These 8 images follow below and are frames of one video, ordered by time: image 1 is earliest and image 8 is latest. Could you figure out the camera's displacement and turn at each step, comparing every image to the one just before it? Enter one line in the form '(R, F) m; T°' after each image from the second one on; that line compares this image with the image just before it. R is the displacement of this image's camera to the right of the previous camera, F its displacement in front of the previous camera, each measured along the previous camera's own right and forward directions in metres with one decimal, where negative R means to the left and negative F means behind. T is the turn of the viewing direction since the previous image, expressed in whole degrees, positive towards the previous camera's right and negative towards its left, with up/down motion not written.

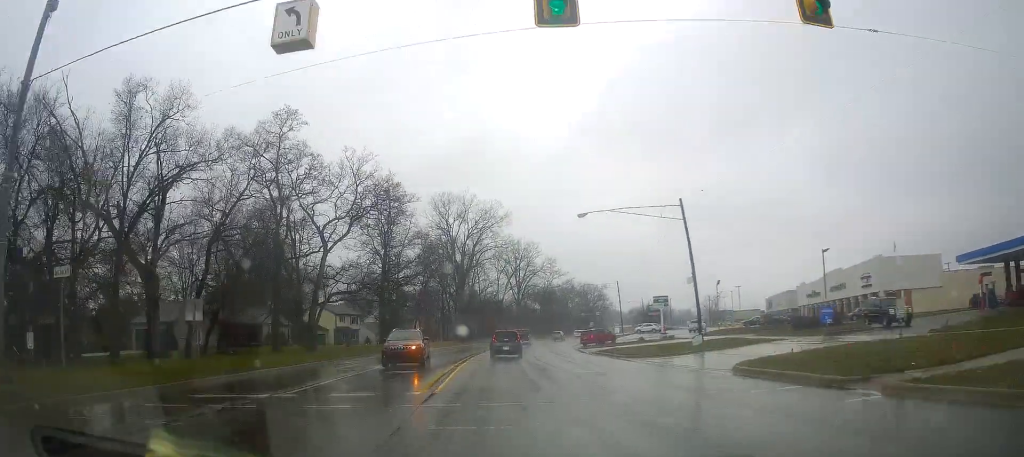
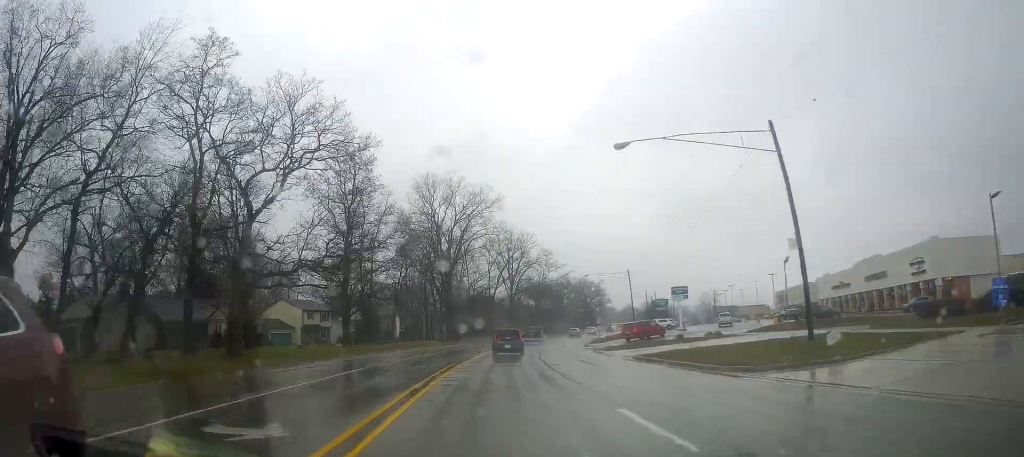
(-0.2, +14.3) m; -2°
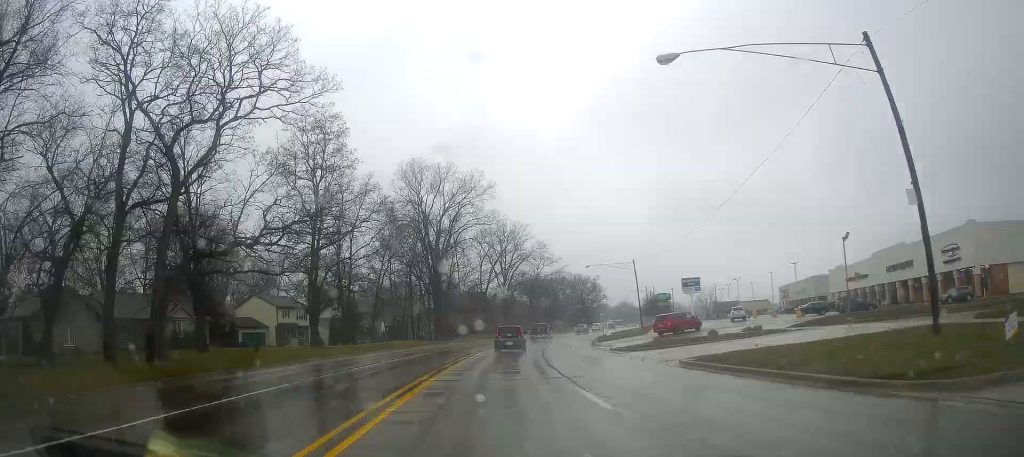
(-0.2, +8.2) m; +1°
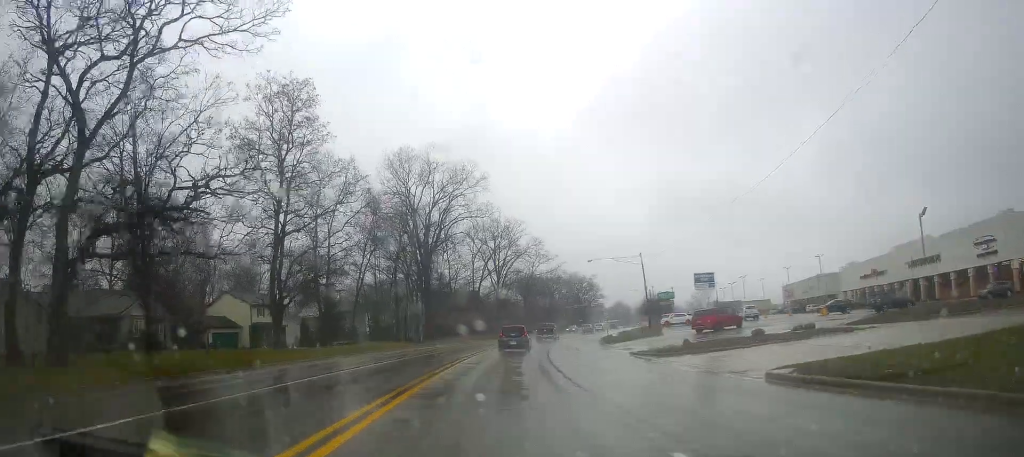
(-0.1, +7.2) m; +1°
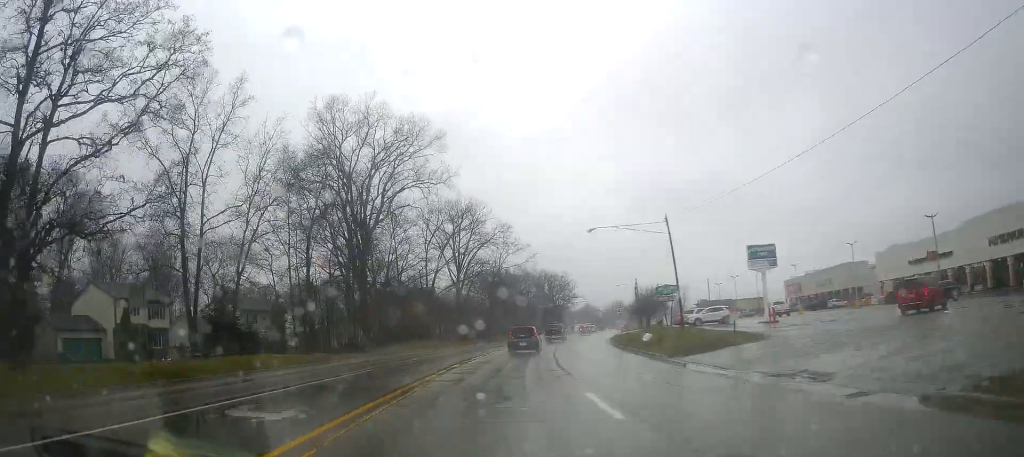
(+1.0, +23.9) m; +4°
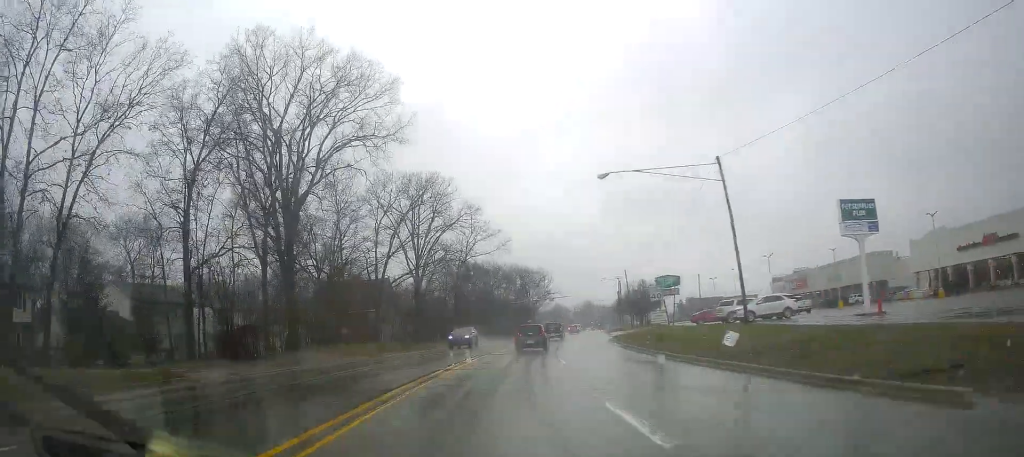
(+0.2, +17.2) m; +2°
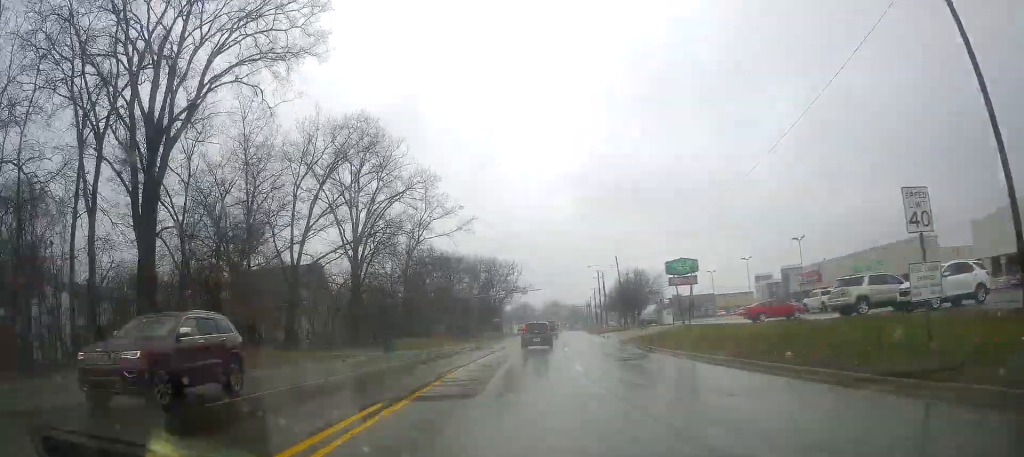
(+0.7, +20.7) m; +4°
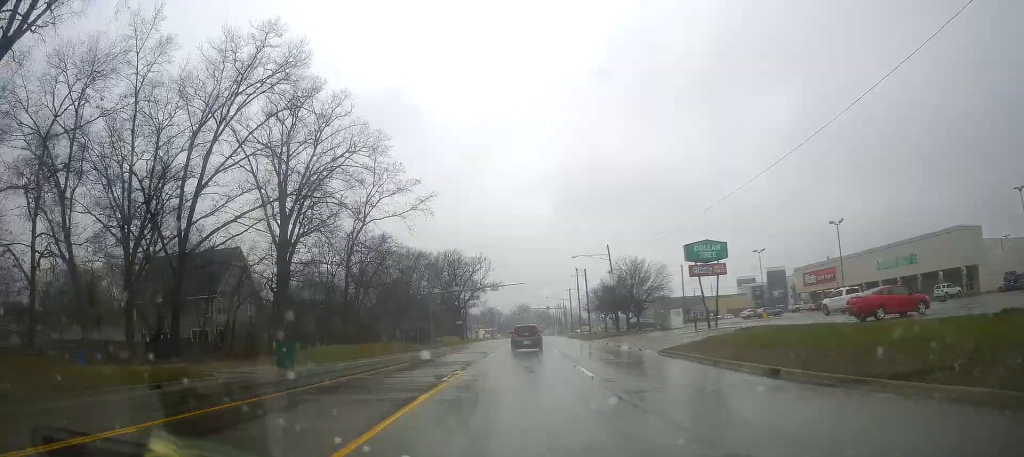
(+0.5, +16.4) m; +2°
